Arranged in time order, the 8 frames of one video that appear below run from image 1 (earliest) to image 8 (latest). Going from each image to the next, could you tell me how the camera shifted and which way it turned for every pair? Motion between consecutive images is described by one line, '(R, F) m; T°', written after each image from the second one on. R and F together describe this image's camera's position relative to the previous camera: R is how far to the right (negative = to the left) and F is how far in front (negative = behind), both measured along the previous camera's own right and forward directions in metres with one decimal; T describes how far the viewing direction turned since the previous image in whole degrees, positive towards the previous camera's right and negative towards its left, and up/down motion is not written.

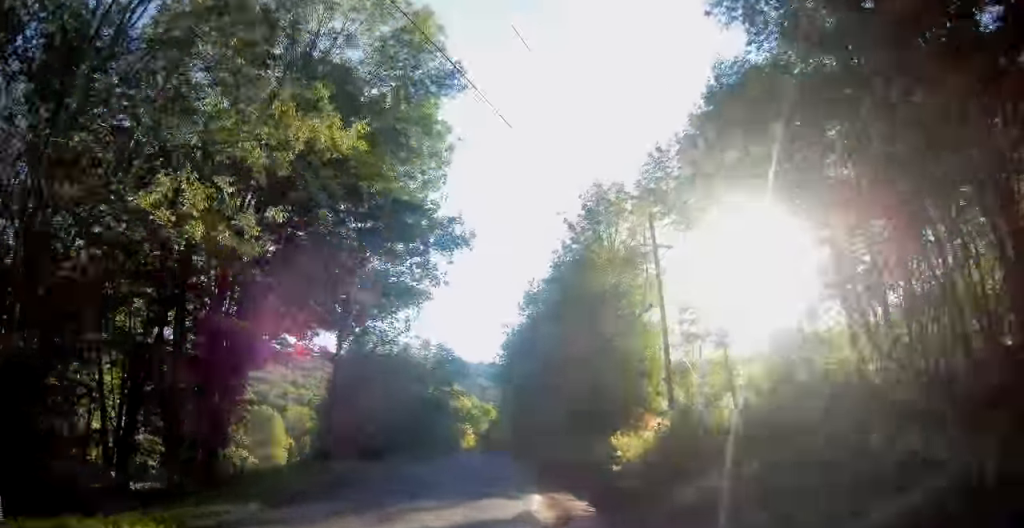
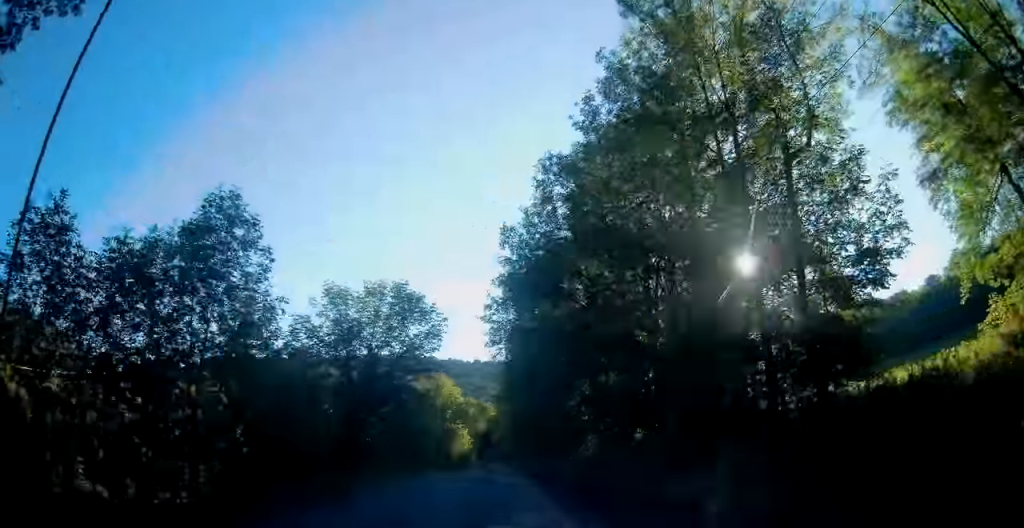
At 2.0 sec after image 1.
(-0.1, +28.5) m; -1°
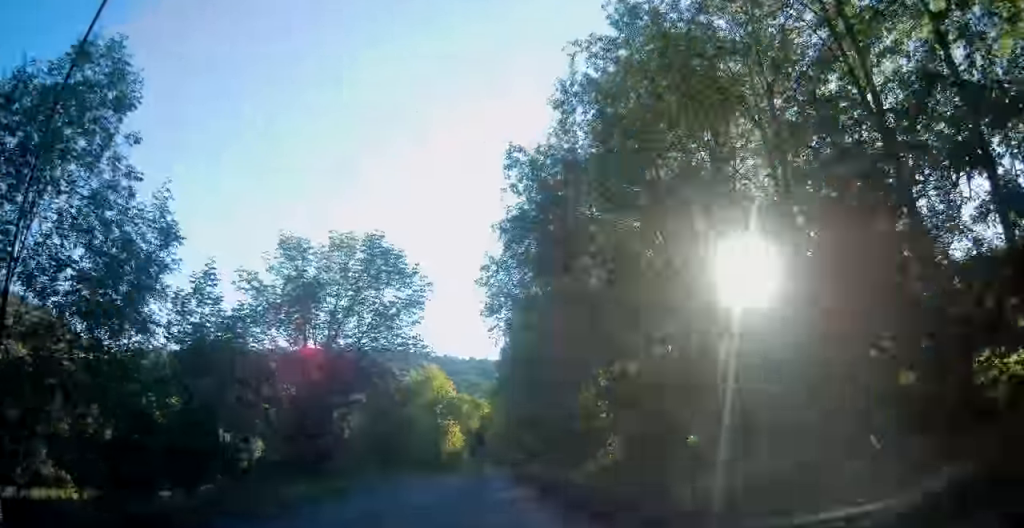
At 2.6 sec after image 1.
(0.0, +8.7) m; 0°
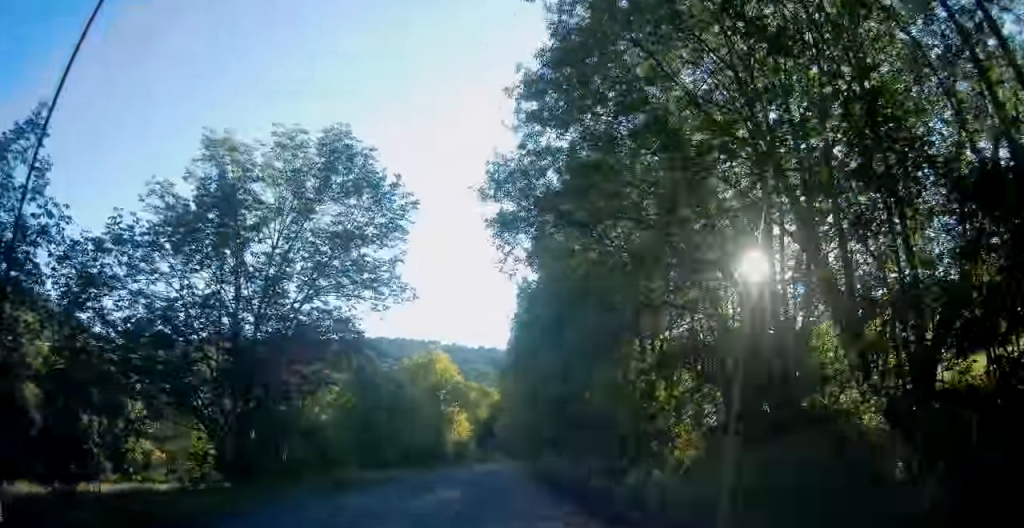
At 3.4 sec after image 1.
(0.0, +9.6) m; 0°
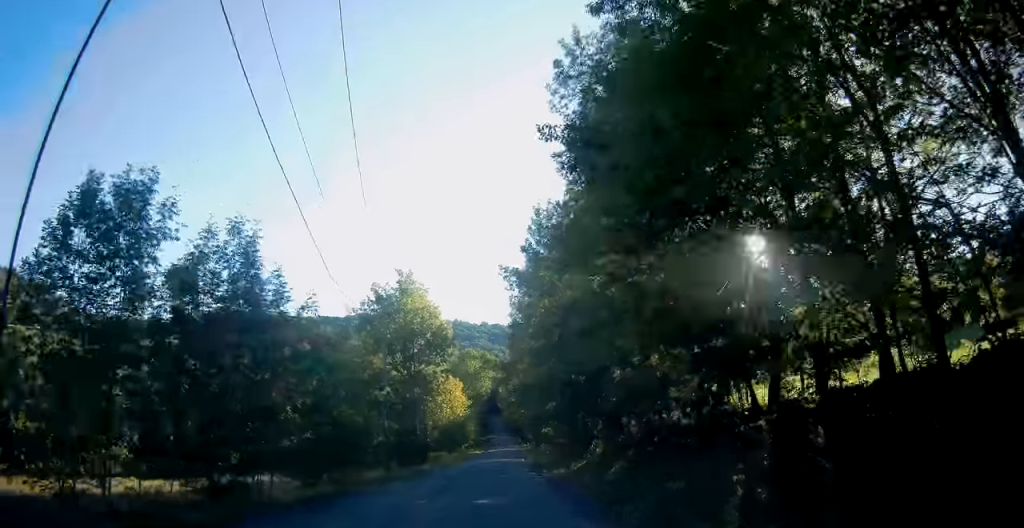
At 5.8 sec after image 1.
(0.0, +26.2) m; 0°
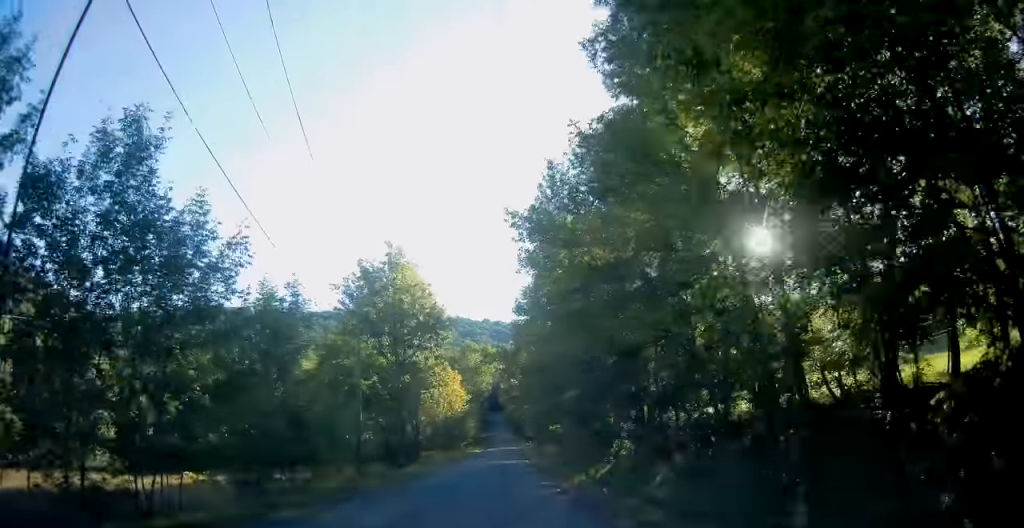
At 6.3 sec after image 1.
(0.0, +5.5) m; 0°
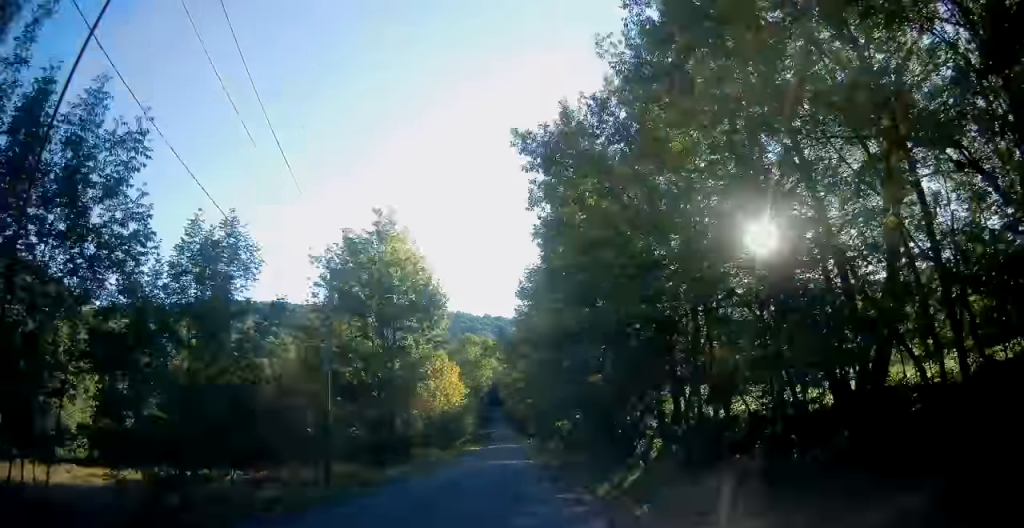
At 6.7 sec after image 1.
(0.0, +4.5) m; 0°
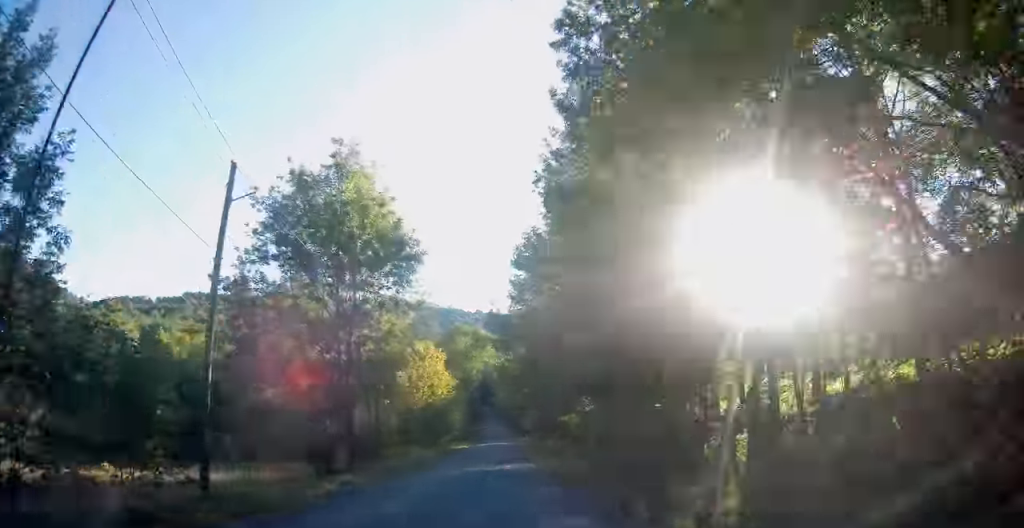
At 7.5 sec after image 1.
(0.0, +7.7) m; 0°
